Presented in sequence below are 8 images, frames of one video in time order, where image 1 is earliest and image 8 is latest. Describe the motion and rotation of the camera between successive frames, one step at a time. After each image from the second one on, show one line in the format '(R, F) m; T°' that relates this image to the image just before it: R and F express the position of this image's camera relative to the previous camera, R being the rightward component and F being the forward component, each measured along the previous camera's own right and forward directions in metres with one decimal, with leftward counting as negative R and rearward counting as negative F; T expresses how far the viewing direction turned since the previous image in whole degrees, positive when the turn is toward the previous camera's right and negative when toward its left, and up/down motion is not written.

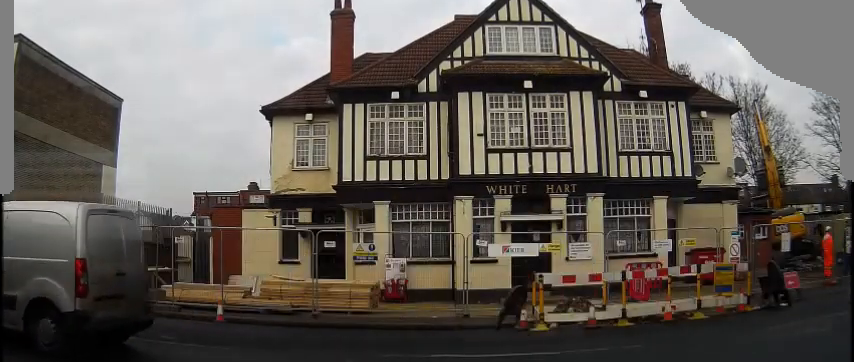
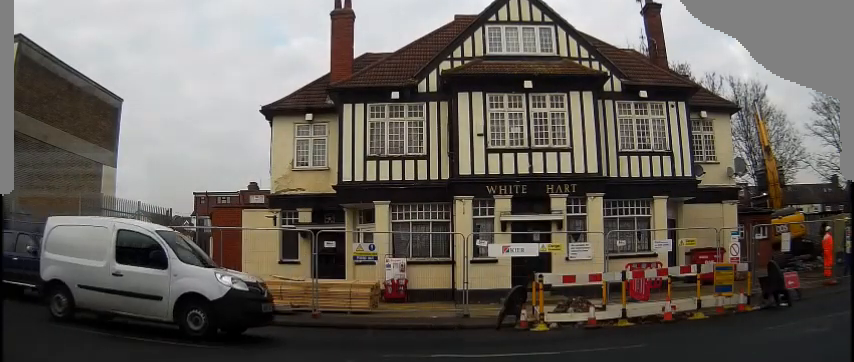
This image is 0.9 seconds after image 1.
(0.0, 0.0) m; 0°
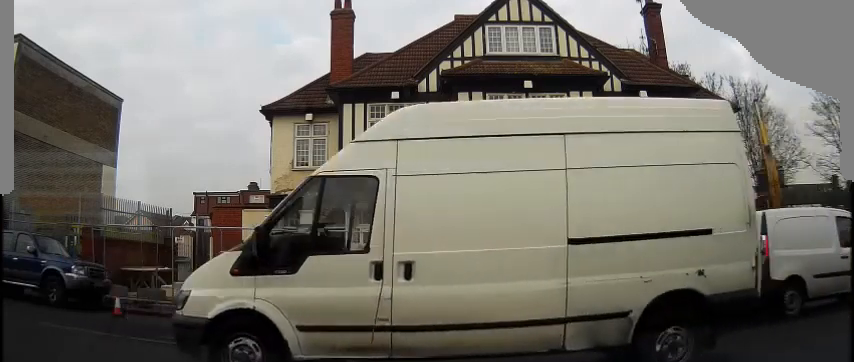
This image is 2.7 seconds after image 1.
(0.0, 0.0) m; 0°
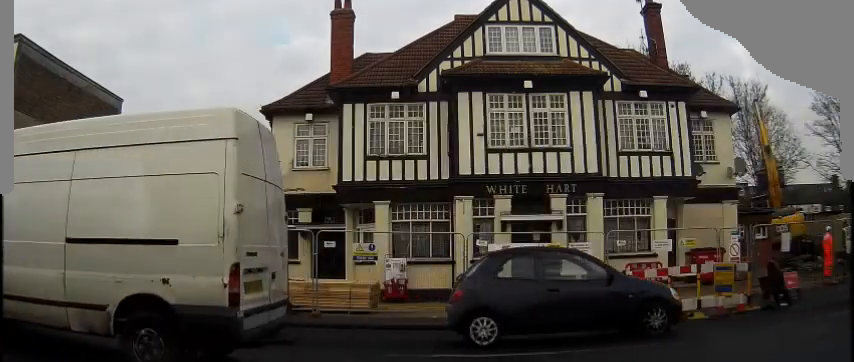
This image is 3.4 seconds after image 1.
(0.0, 0.0) m; 0°
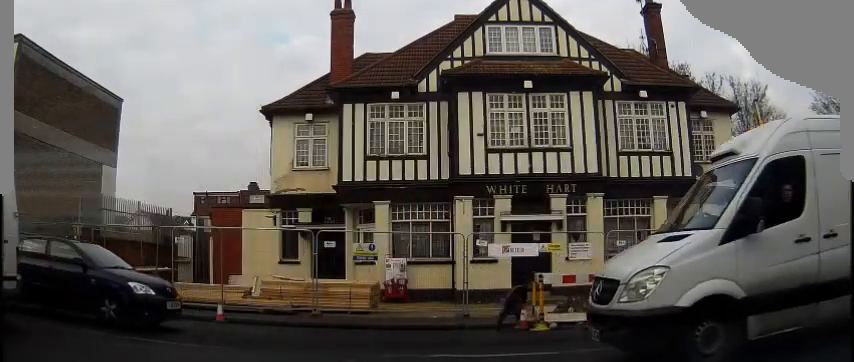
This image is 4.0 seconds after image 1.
(0.0, 0.0) m; 0°
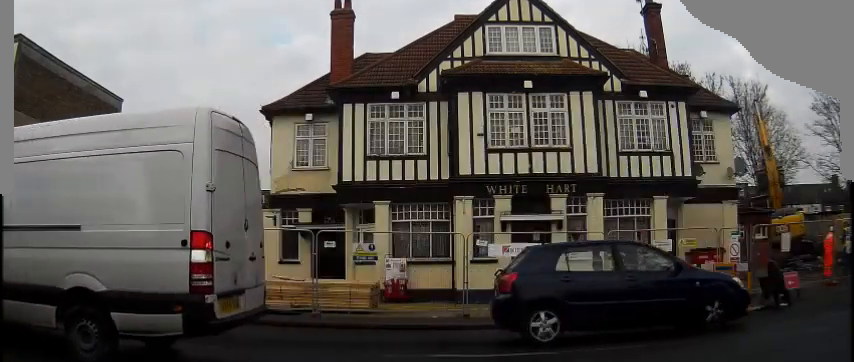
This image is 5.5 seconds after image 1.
(0.0, +0.1) m; 0°
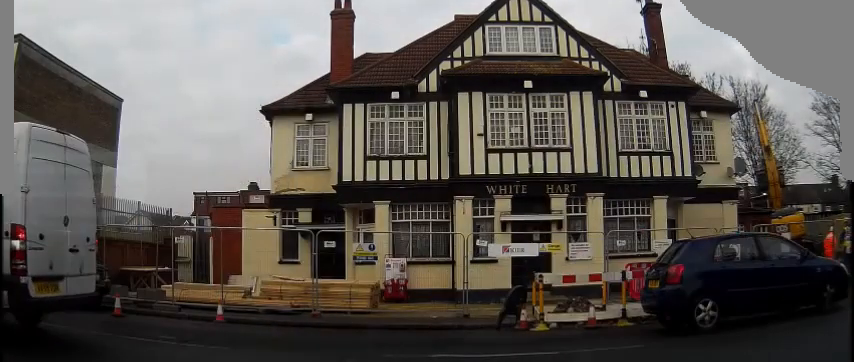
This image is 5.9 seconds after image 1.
(0.0, +0.1) m; 0°
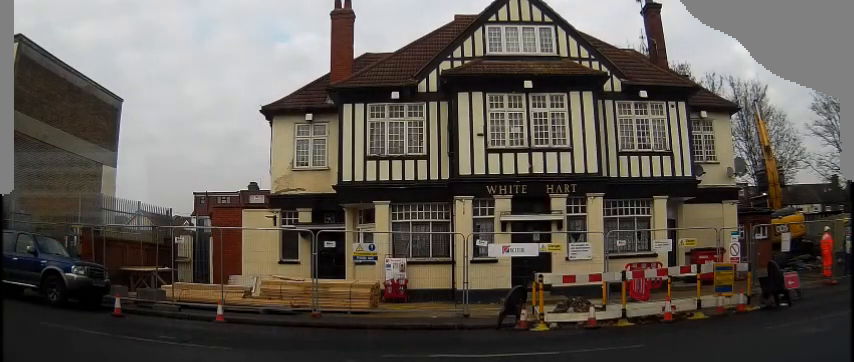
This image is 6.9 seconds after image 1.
(-0.1, +0.2) m; 0°
